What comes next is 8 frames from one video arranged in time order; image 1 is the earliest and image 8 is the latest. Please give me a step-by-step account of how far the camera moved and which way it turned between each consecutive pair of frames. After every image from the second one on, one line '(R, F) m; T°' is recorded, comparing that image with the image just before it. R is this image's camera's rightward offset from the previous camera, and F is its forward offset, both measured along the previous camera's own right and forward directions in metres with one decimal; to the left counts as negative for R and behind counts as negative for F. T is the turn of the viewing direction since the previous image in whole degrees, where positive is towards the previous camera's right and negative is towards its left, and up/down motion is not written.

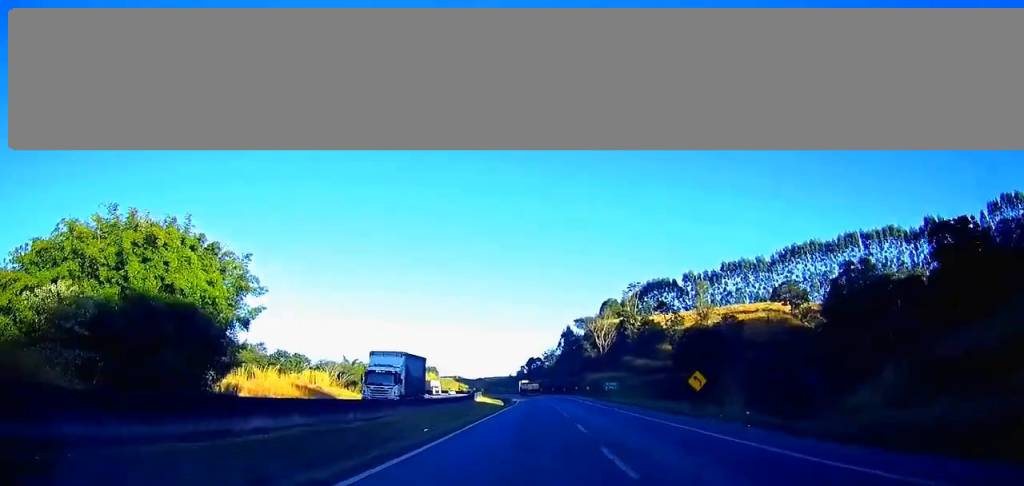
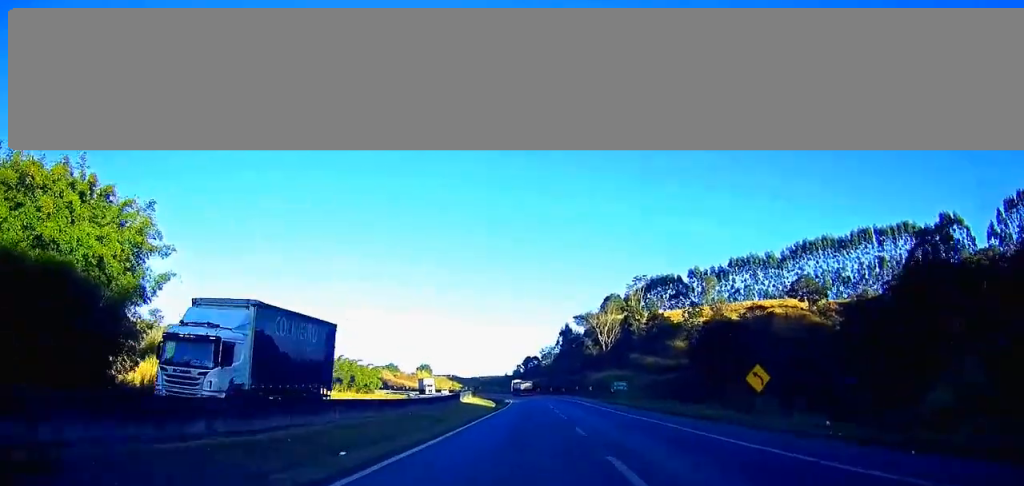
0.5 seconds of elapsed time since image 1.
(-0.1, +13.1) m; 0°
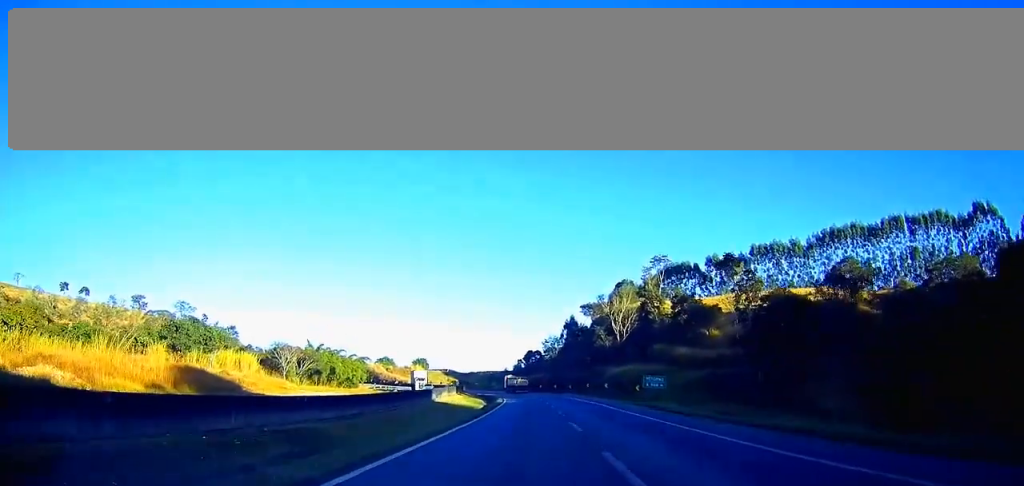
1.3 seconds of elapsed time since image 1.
(0.0, +21.6) m; 0°
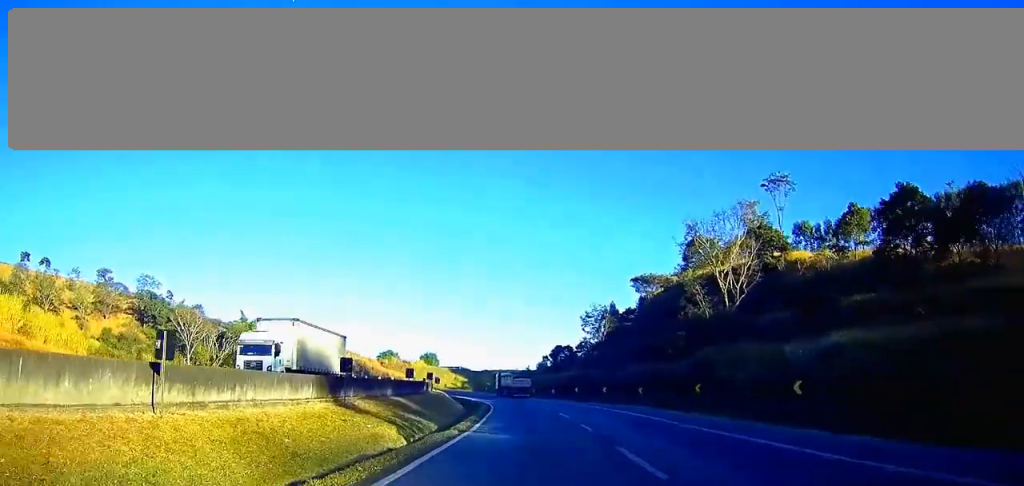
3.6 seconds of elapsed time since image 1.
(-0.7, +58.6) m; -2°
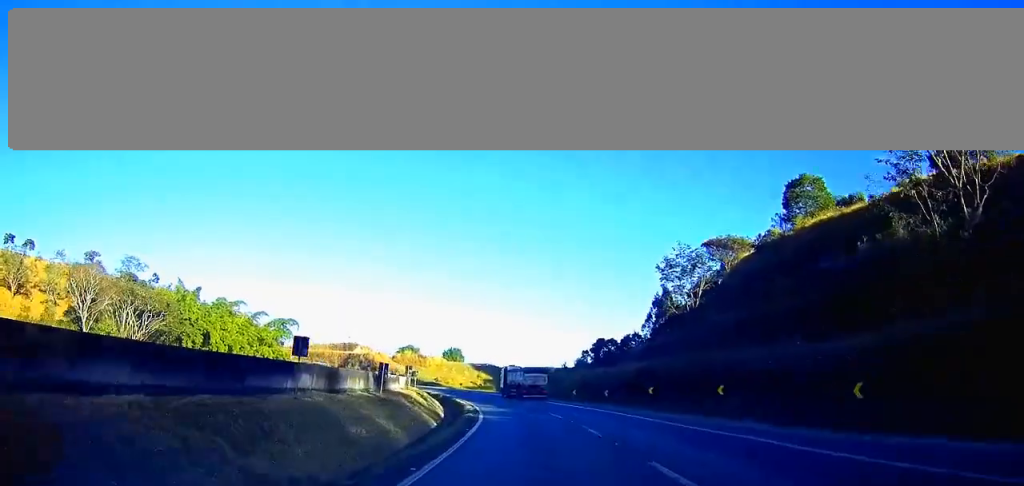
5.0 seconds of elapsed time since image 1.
(-1.3, +36.6) m; -4°
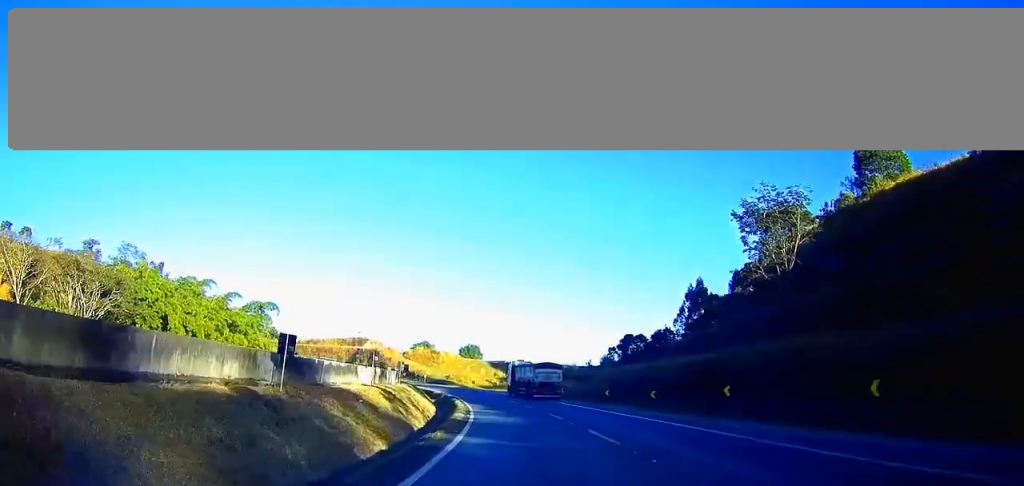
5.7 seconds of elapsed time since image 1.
(-0.1, +16.1) m; -2°
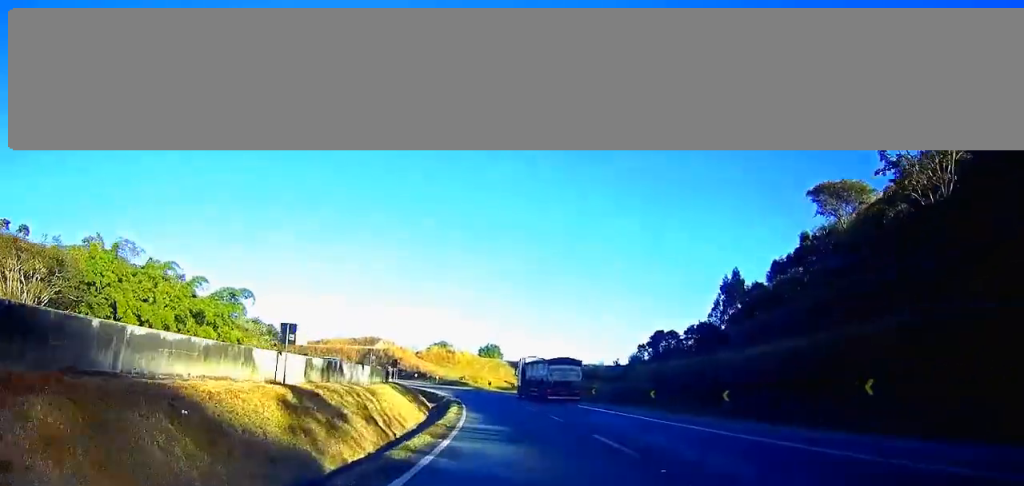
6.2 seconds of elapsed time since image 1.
(-0.5, +14.1) m; -2°
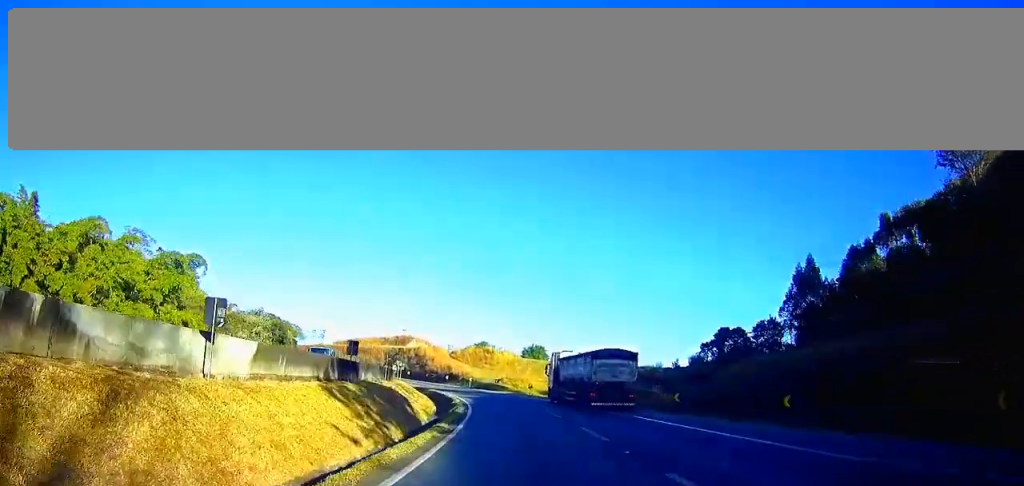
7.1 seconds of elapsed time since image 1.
(-0.6, +20.6) m; -3°
